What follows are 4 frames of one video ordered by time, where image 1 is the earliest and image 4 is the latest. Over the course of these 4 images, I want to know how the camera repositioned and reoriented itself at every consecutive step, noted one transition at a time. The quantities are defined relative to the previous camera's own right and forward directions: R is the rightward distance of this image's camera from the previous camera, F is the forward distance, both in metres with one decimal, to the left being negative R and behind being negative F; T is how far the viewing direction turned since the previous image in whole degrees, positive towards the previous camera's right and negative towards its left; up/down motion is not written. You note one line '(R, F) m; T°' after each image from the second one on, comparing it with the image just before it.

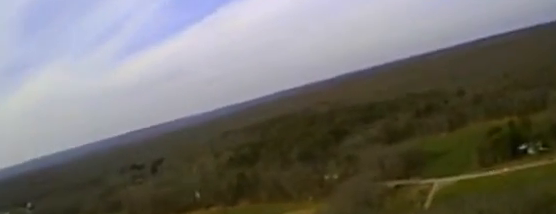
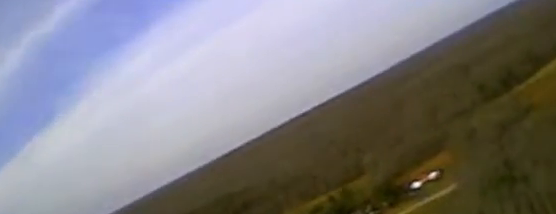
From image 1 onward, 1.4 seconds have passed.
(+3.4, +11.6) m; +38°
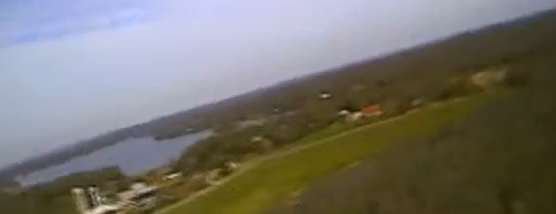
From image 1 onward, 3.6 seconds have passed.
(+9.6, +14.3) m; +66°
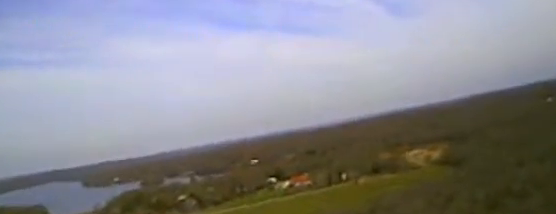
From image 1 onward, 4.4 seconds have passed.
(+1.3, +8.8) m; +8°
